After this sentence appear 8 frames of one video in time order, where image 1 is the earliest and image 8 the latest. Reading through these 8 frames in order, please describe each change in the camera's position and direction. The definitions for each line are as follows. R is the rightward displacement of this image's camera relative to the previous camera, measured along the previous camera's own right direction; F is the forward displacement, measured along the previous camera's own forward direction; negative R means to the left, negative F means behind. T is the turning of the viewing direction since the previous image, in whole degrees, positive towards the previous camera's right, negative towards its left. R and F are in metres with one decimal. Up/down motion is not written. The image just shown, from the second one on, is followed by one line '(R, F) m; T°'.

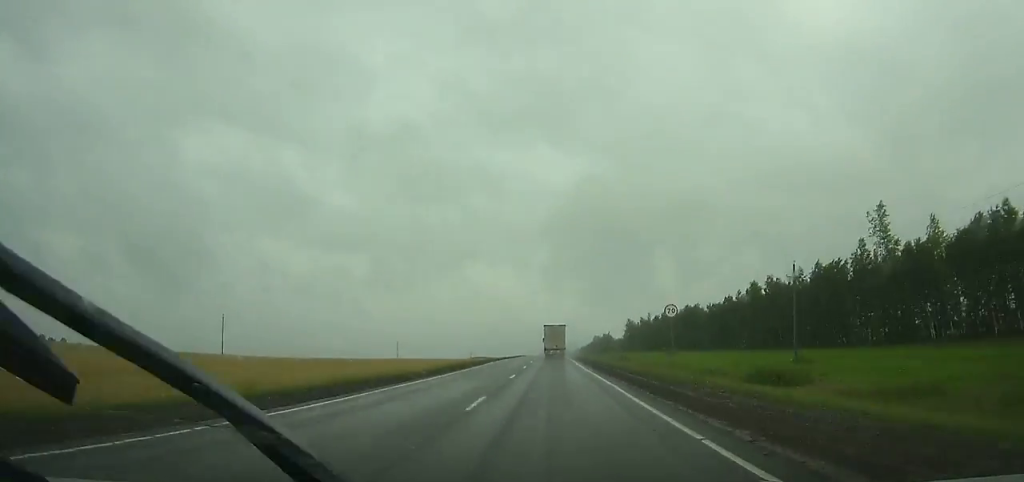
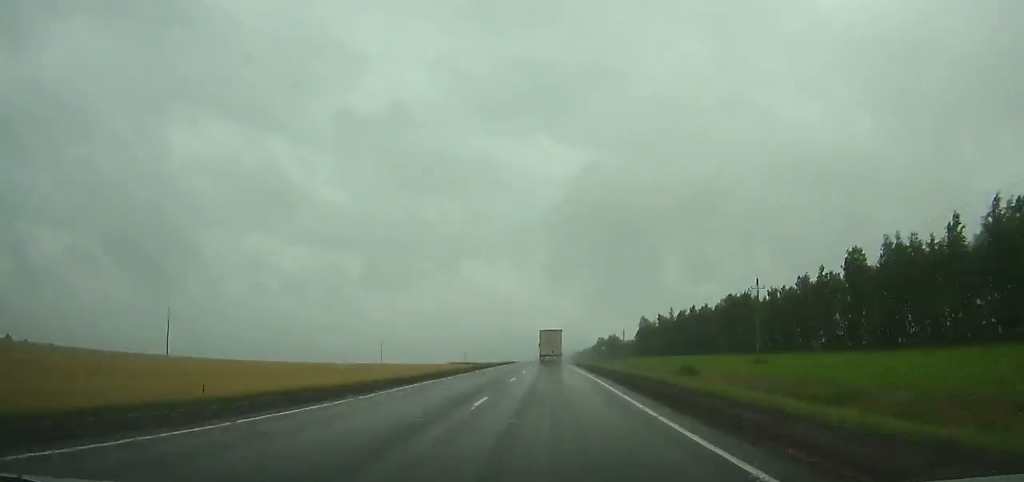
(+0.1, +46.4) m; 0°
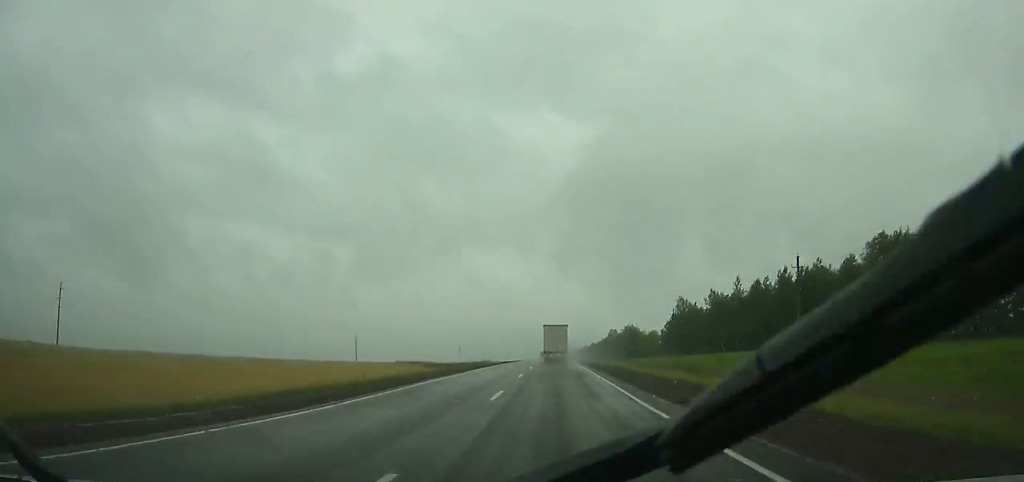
(-0.1, +68.9) m; 0°
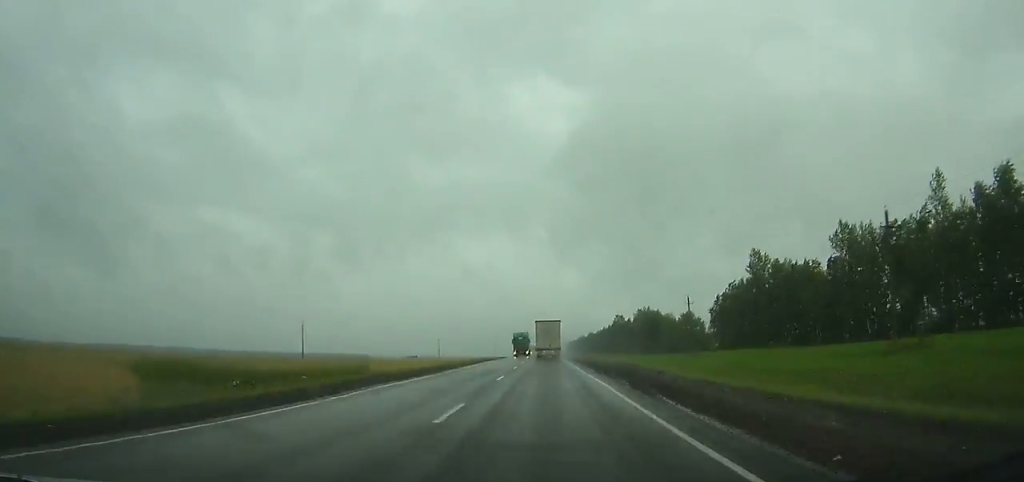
(-0.1, +77.0) m; 0°
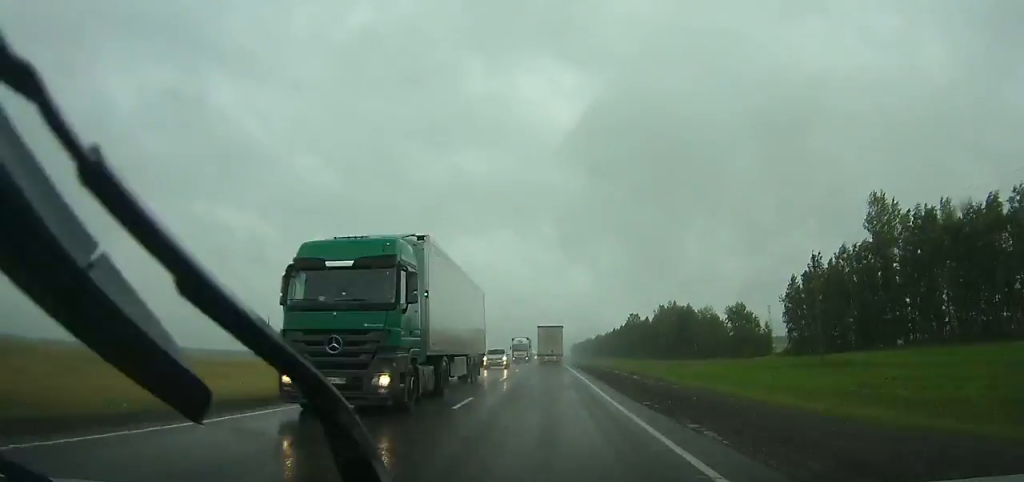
(+0.2, +45.1) m; 0°
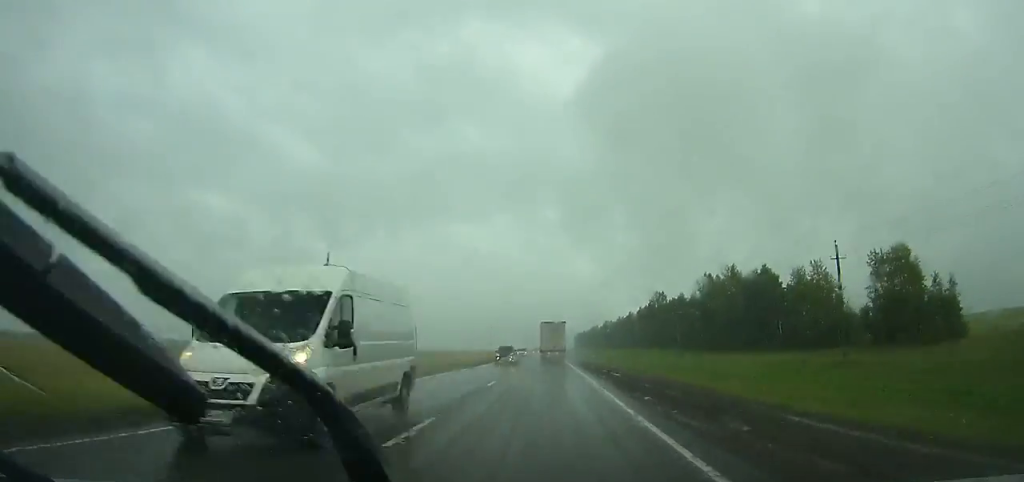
(-0.1, +65.4) m; 0°
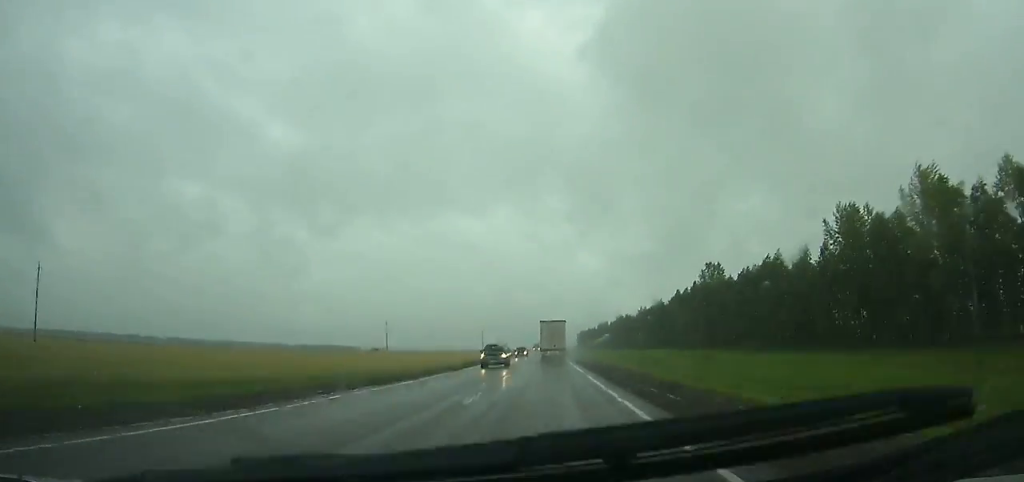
(-0.1, +77.5) m; 0°
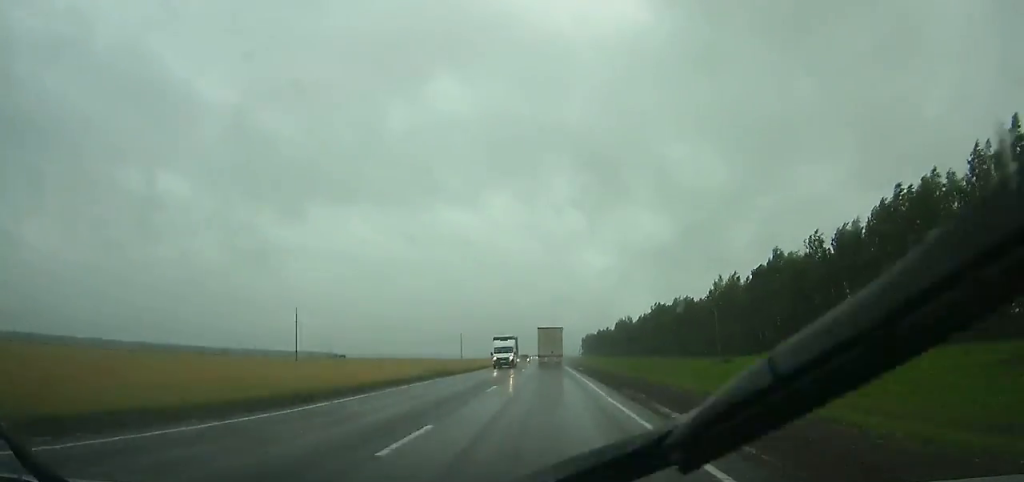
(-0.1, +125.2) m; 0°
